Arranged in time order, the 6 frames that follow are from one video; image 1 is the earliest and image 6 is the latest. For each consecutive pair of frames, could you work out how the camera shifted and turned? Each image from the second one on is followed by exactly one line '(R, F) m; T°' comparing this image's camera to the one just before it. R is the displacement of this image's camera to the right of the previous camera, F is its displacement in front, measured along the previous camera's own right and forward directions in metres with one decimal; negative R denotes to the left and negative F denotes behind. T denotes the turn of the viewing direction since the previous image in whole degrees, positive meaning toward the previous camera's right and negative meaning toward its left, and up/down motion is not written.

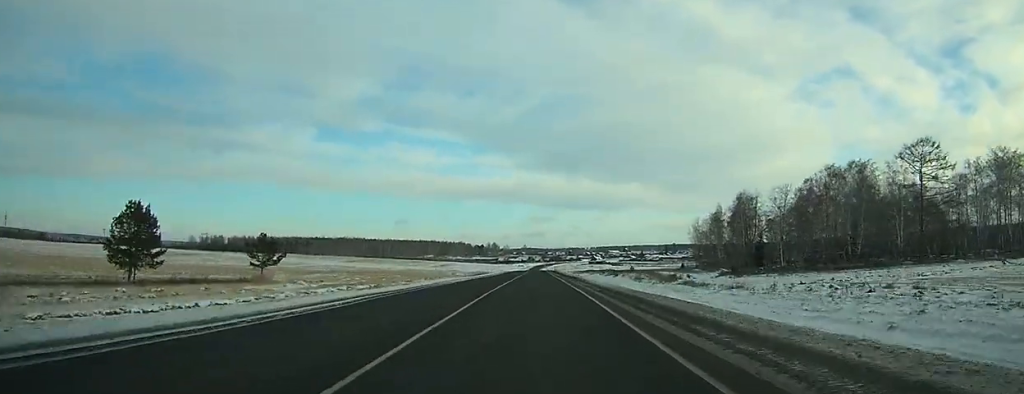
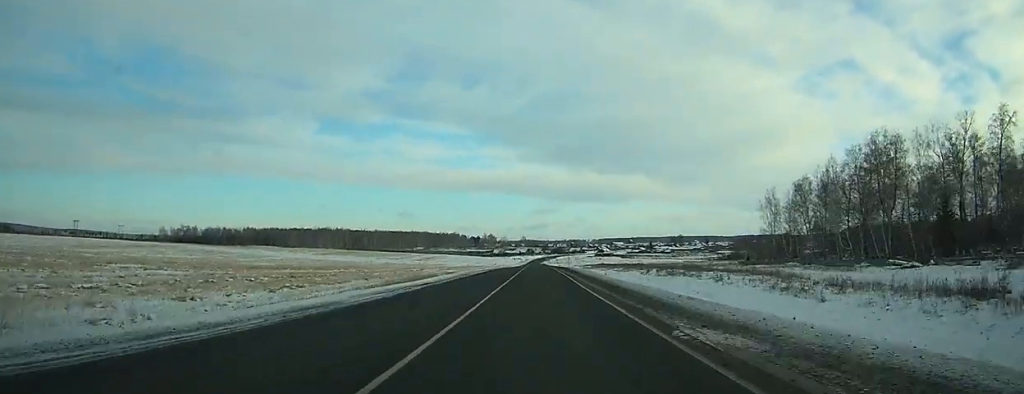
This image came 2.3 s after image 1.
(0.0, +58.5) m; 0°
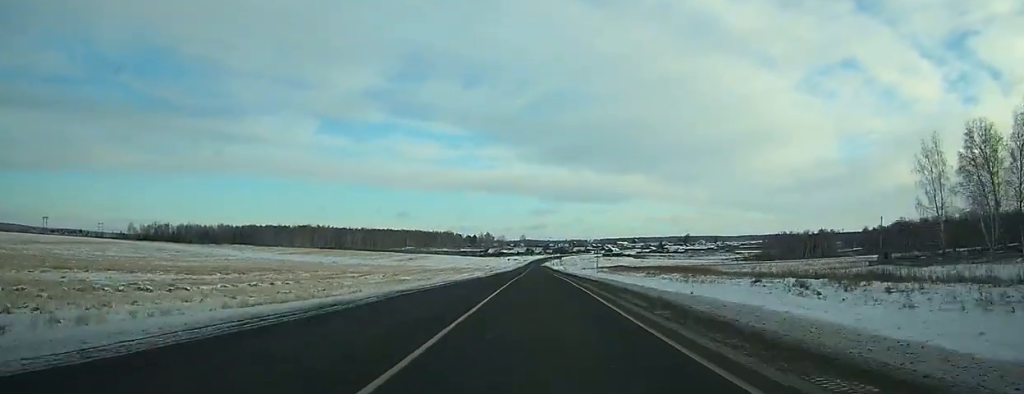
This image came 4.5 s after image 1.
(0.0, +56.7) m; 0°
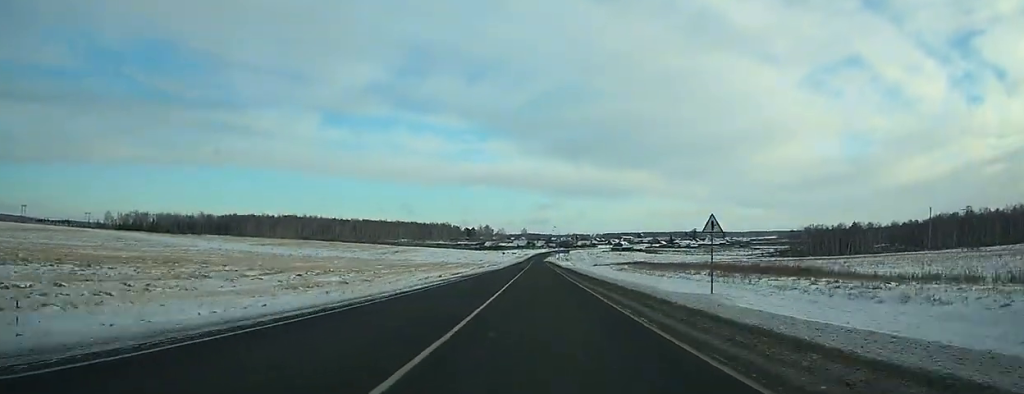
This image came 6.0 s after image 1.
(-0.1, +39.6) m; 0°
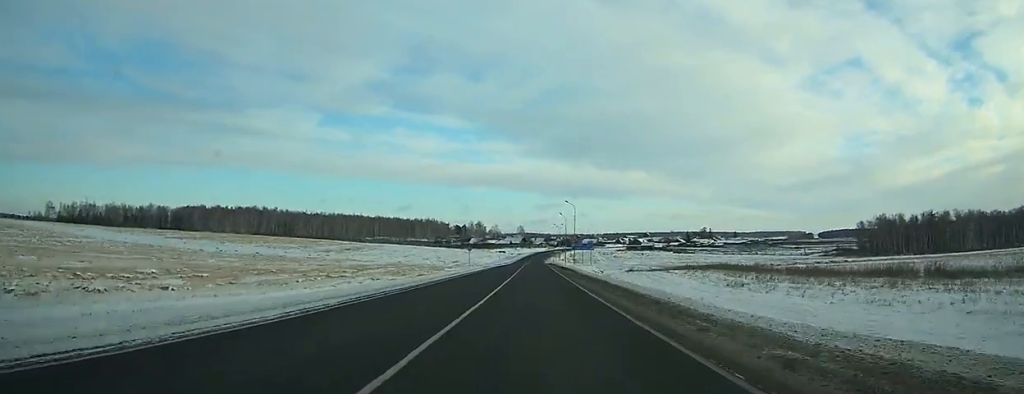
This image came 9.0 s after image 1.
(-0.1, +73.7) m; 0°
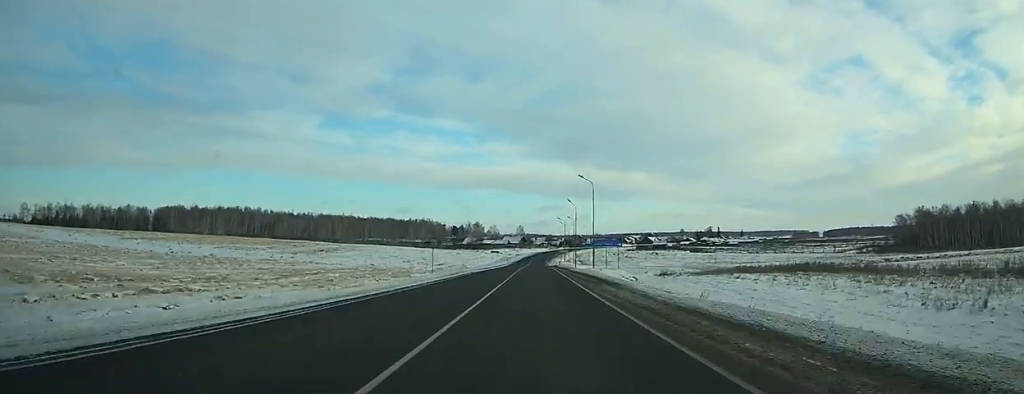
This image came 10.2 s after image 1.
(0.0, +29.4) m; 0°
